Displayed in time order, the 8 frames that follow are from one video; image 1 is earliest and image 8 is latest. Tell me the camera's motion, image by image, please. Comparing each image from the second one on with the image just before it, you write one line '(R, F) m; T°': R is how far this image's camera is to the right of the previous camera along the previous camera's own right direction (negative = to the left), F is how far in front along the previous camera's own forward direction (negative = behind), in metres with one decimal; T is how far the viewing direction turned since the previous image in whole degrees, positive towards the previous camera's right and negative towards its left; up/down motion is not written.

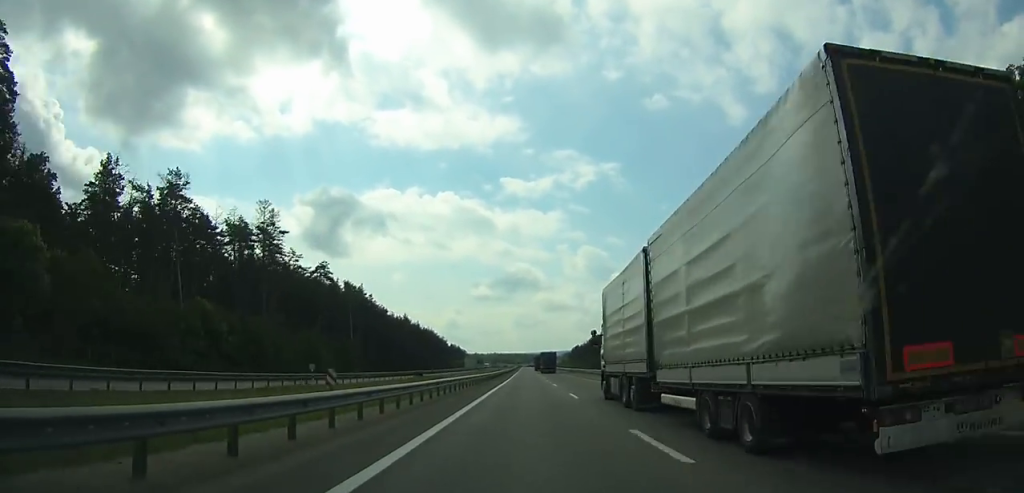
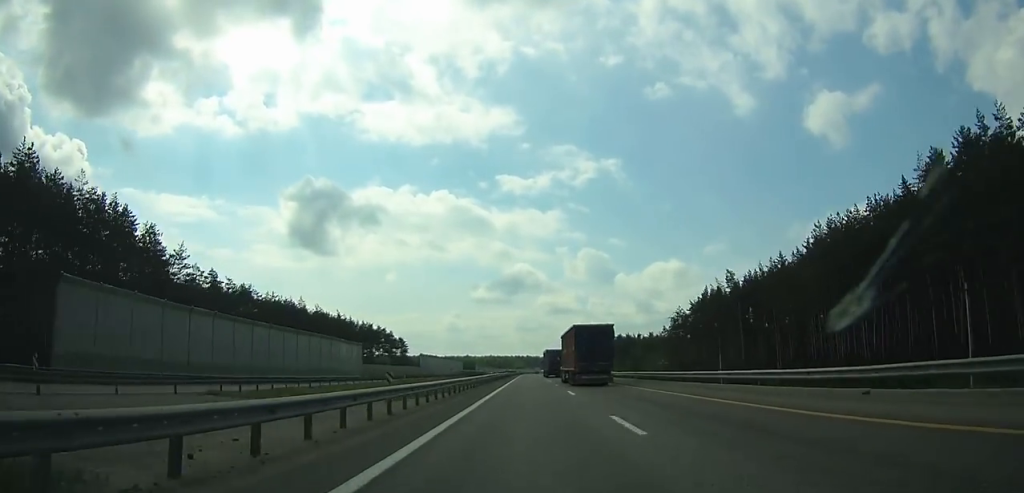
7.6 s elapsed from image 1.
(+0.5, +236.7) m; 0°
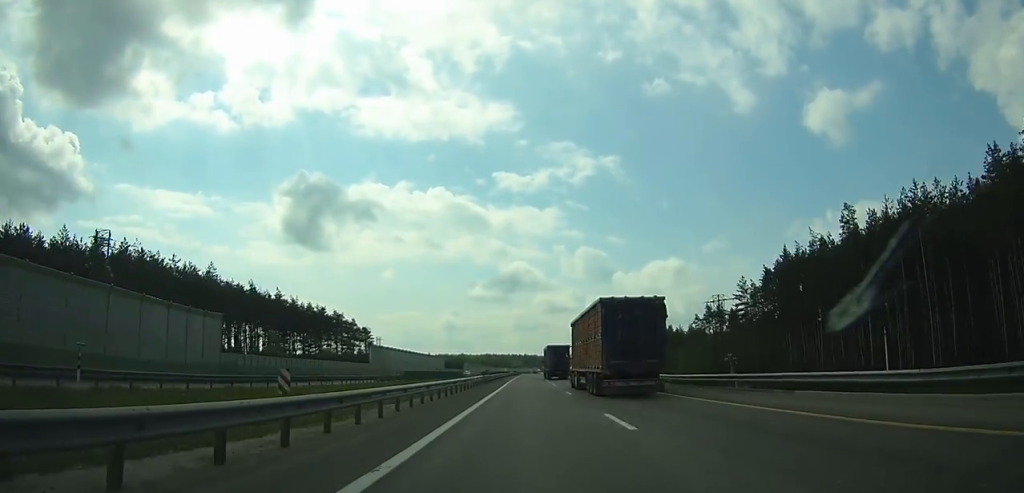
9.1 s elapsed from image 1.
(+0.1, +47.7) m; 0°
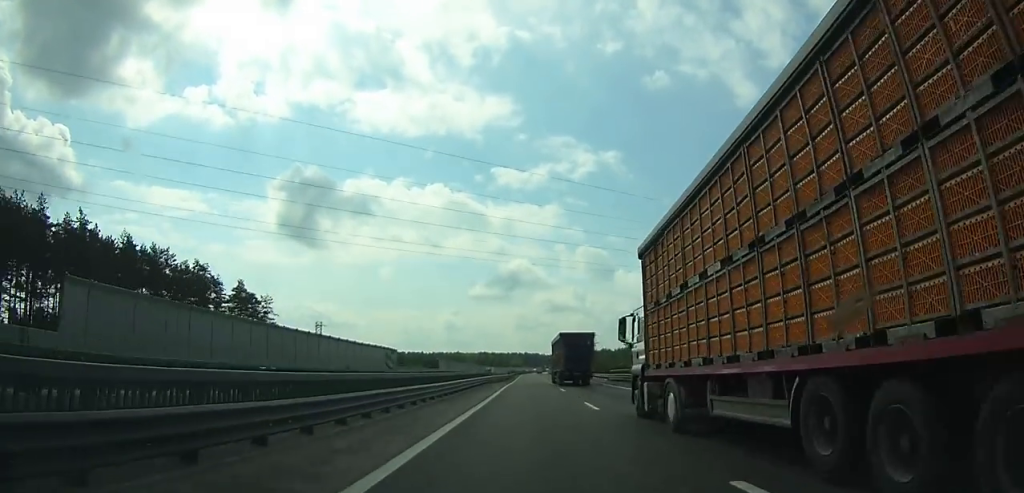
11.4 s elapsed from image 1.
(-0.1, +73.2) m; 0°
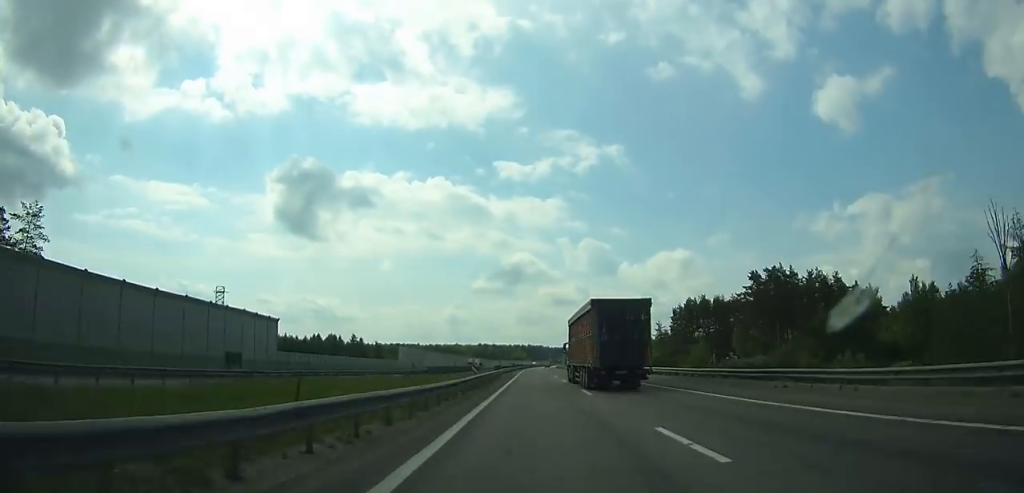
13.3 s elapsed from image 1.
(0.0, +60.0) m; 0°
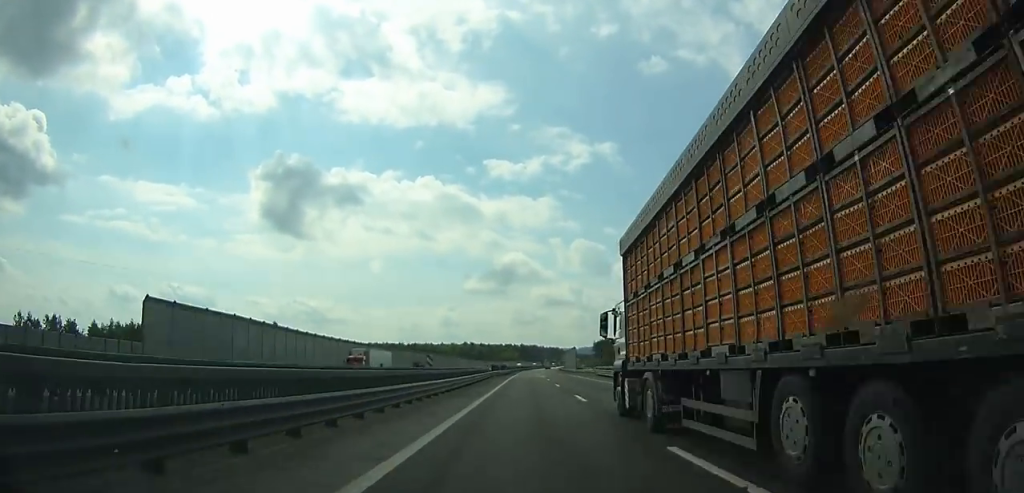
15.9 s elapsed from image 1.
(+0.2, +81.1) m; +1°
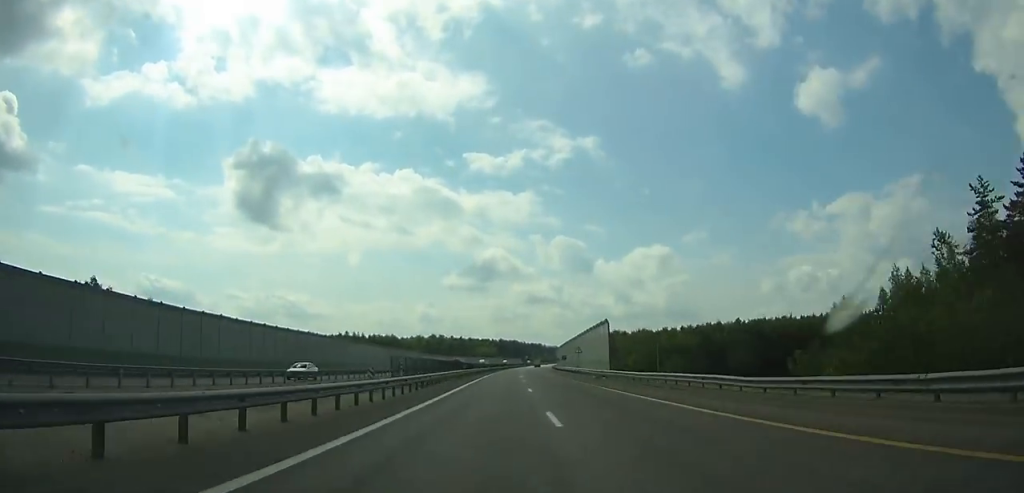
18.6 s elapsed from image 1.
(+0.7, +82.4) m; +1°
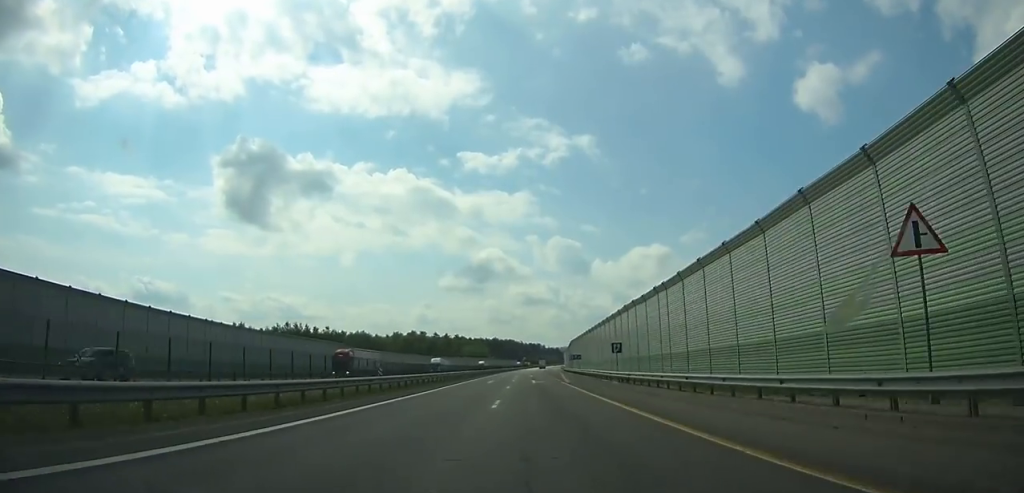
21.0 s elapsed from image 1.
(+1.0, +71.3) m; +1°
